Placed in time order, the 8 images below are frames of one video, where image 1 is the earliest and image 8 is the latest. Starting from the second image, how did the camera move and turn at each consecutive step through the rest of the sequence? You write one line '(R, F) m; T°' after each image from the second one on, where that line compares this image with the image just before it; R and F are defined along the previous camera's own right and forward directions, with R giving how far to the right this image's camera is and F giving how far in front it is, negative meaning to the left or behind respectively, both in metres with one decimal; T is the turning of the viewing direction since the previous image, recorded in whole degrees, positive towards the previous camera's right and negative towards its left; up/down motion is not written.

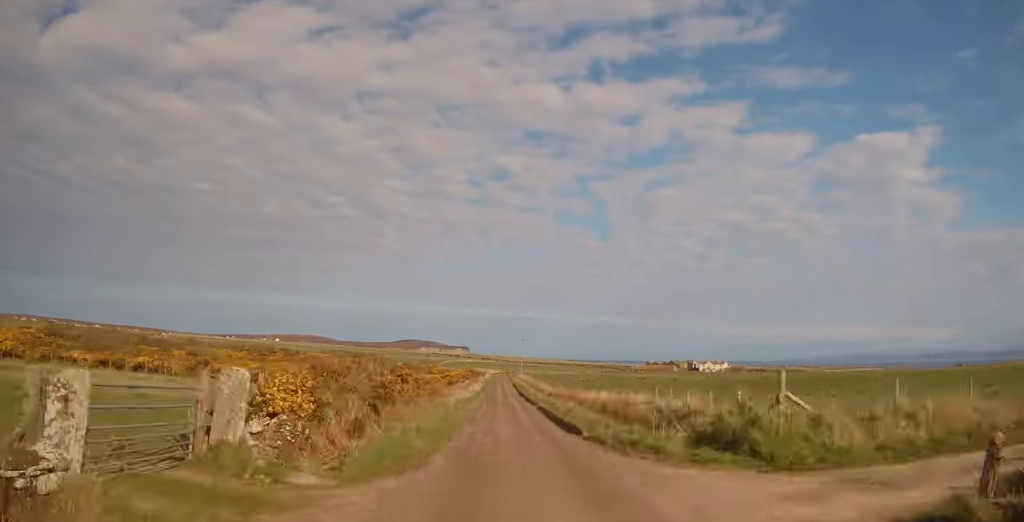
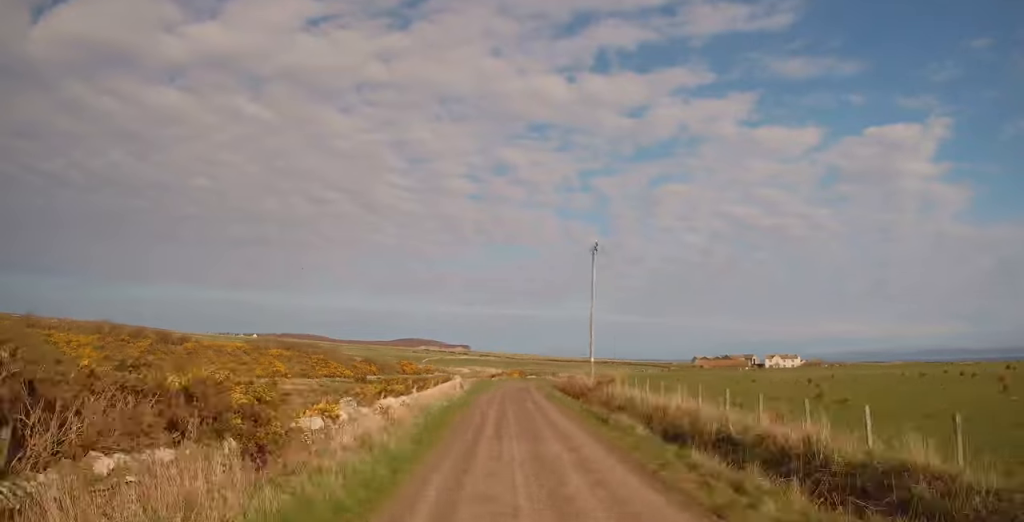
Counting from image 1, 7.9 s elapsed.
(+1.1, +123.6) m; +4°
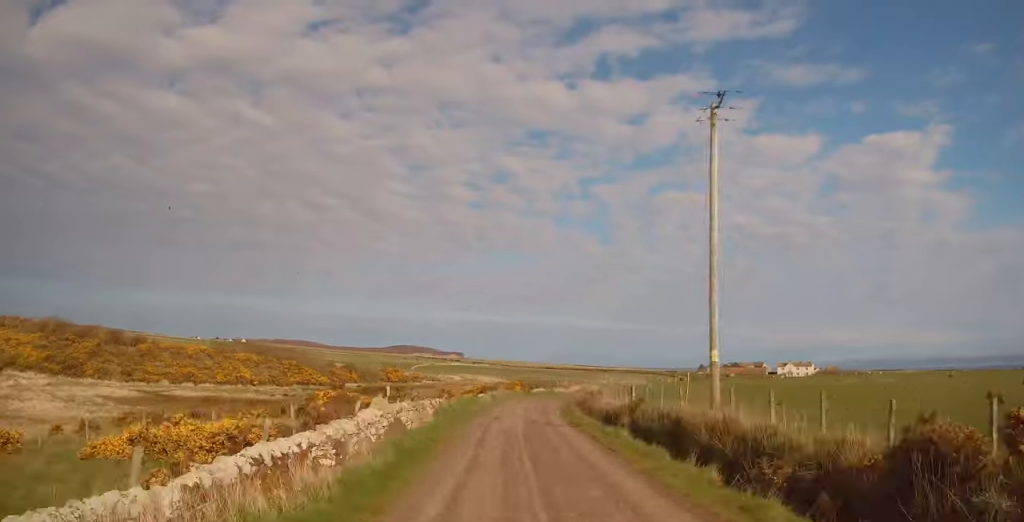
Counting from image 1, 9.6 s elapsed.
(+0.8, +26.1) m; +3°
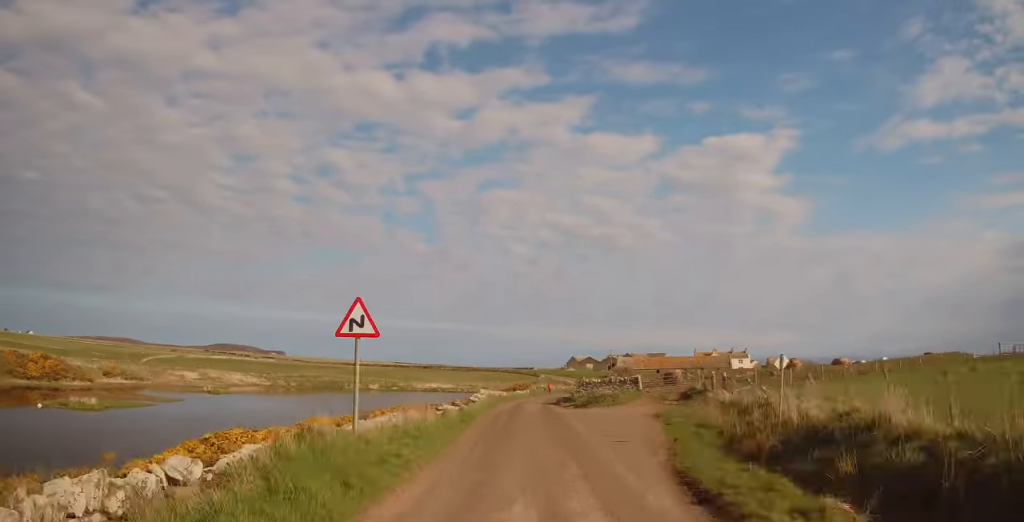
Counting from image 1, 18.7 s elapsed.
(+13.6, +122.0) m; +11°
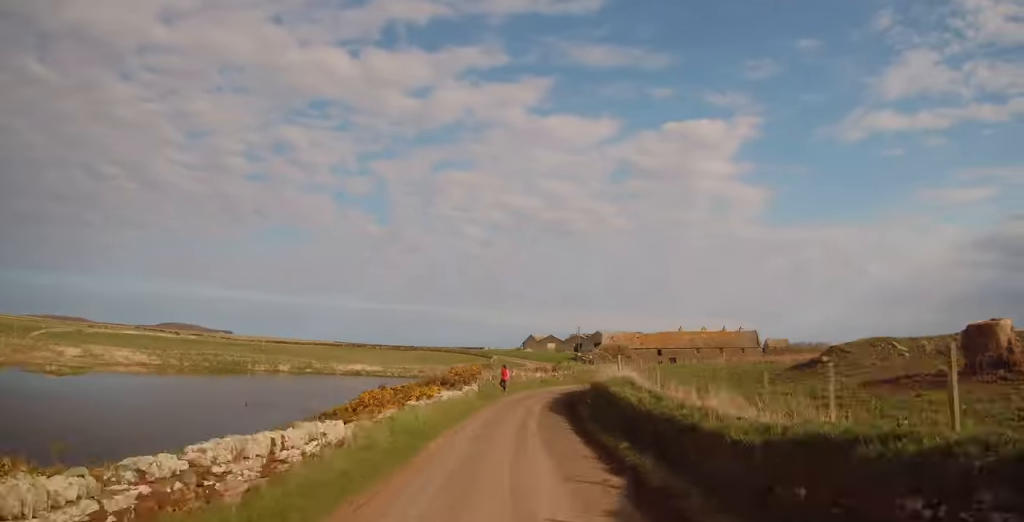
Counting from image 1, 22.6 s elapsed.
(+1.7, +41.1) m; +7°
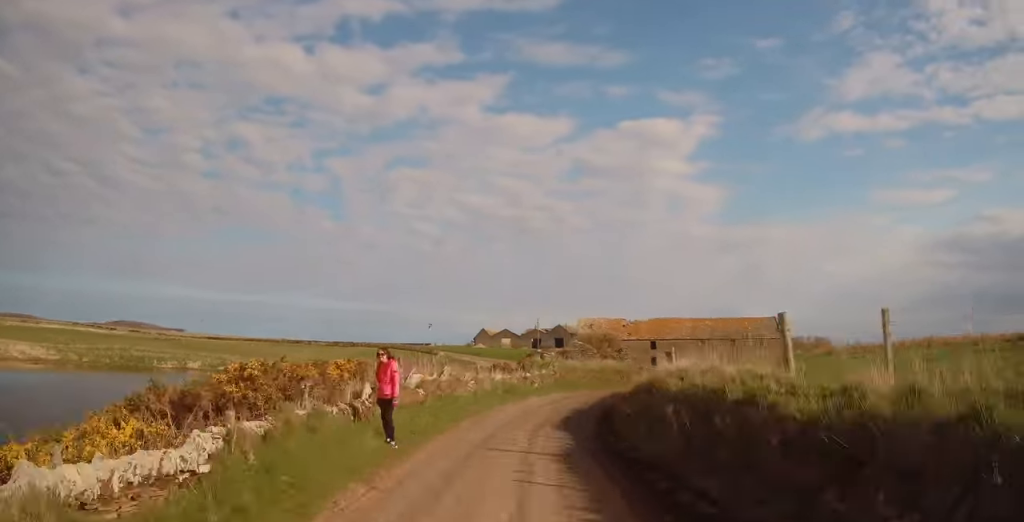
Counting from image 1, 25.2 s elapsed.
(+1.7, +23.8) m; +7°
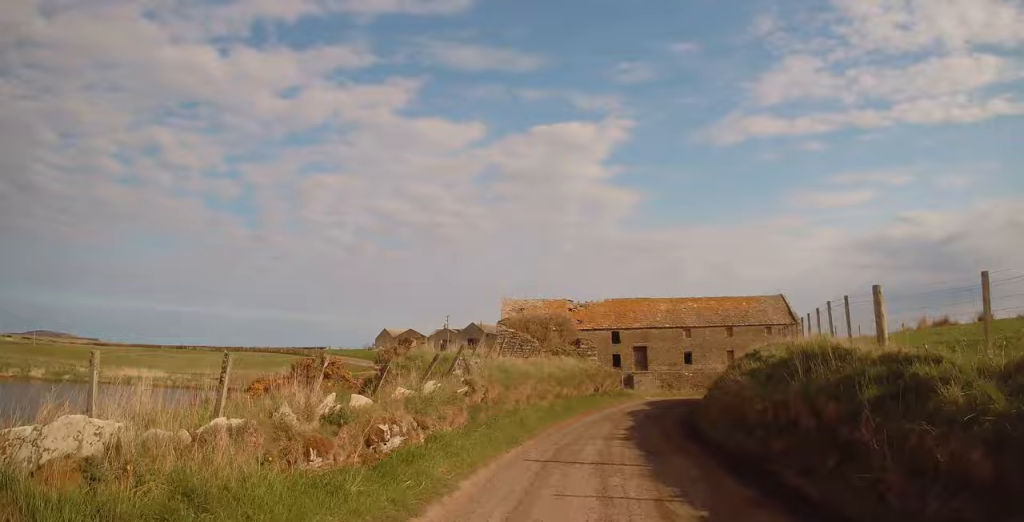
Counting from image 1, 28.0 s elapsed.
(+1.3, +22.3) m; +11°
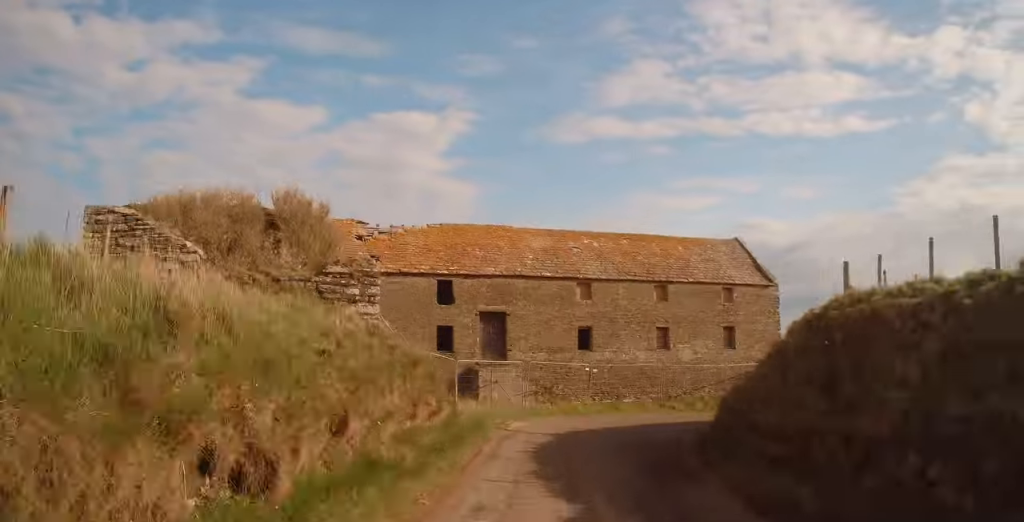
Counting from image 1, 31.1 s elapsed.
(+1.4, +20.9) m; +16°
